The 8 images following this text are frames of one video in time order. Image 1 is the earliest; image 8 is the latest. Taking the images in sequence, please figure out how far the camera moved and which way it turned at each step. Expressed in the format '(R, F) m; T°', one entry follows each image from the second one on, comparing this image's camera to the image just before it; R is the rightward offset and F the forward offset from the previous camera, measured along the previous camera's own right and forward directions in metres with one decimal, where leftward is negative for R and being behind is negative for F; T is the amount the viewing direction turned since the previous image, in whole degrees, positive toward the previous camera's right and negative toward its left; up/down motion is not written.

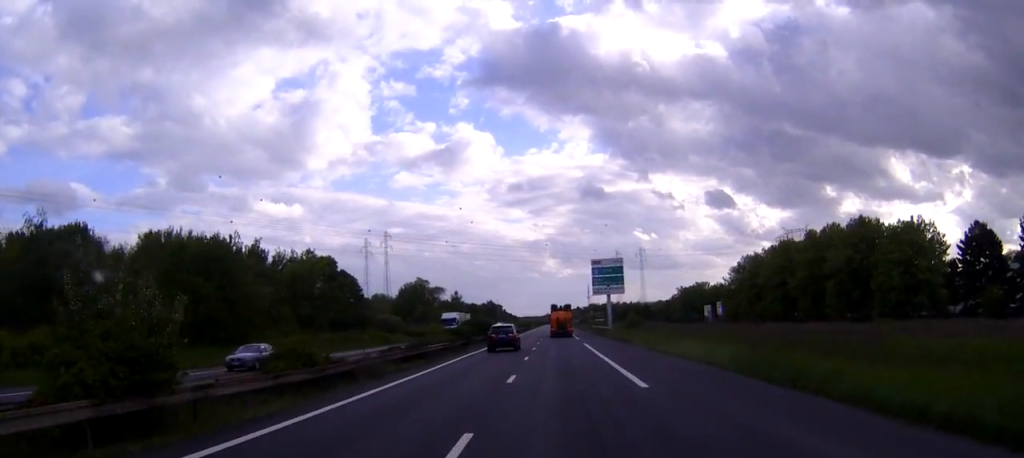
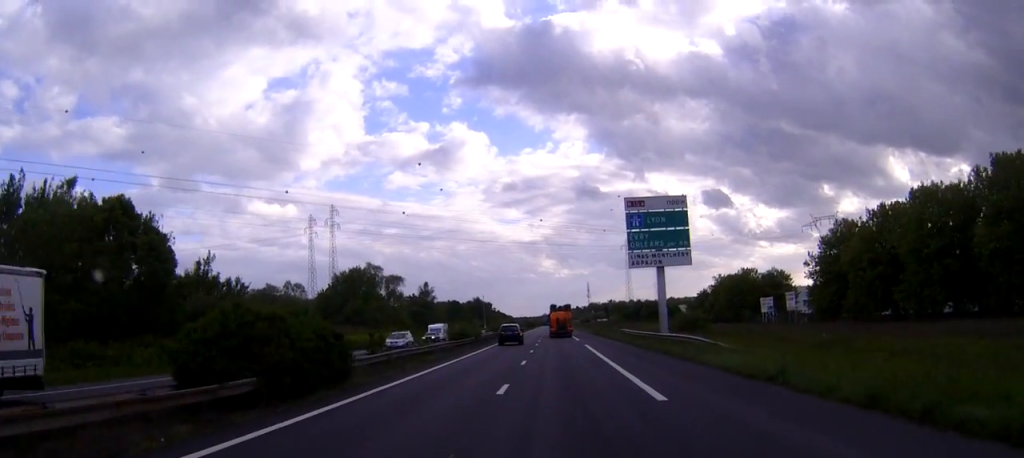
(+0.1, +55.3) m; 0°
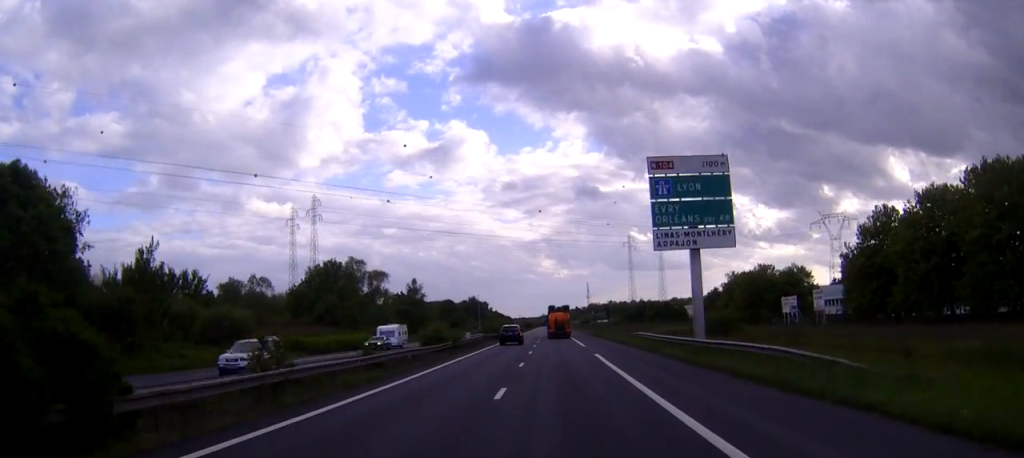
(0.0, +13.9) m; 0°
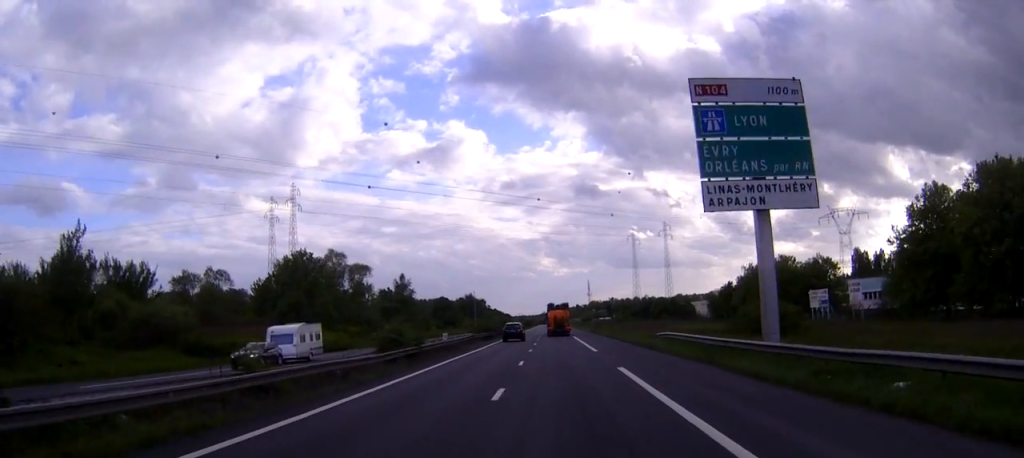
(0.0, +13.9) m; 0°
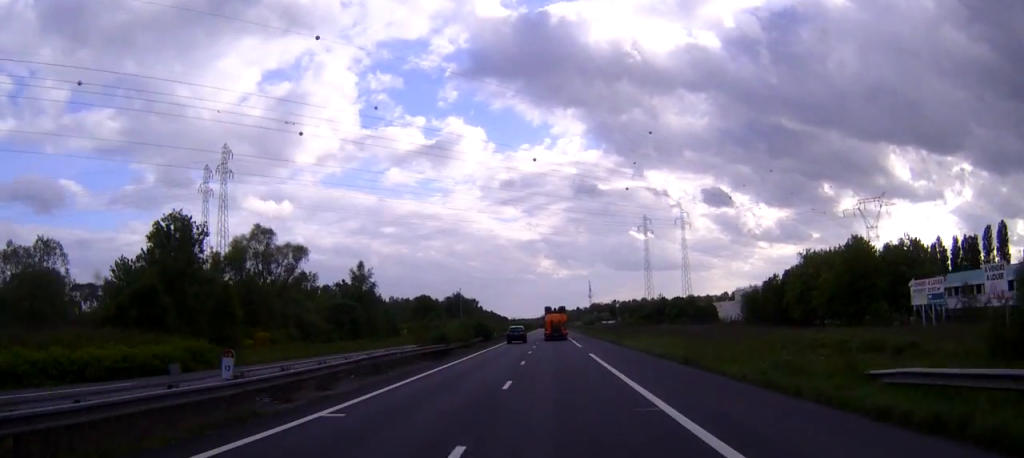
(0.0, +34.5) m; 0°
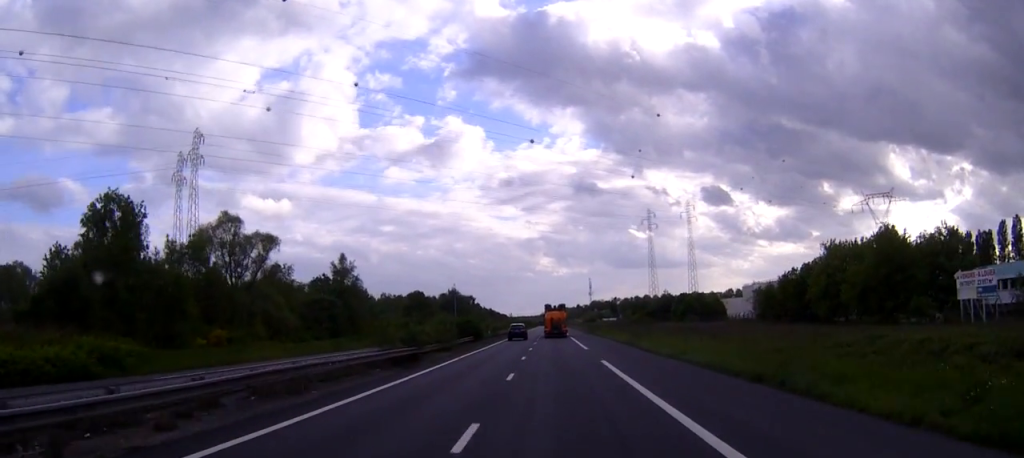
(0.0, +10.8) m; 0°
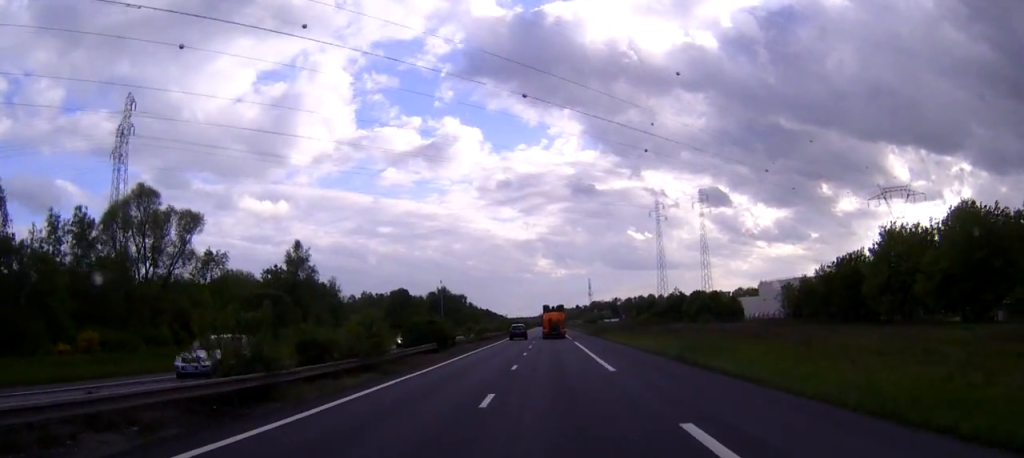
(0.0, +20.7) m; 0°
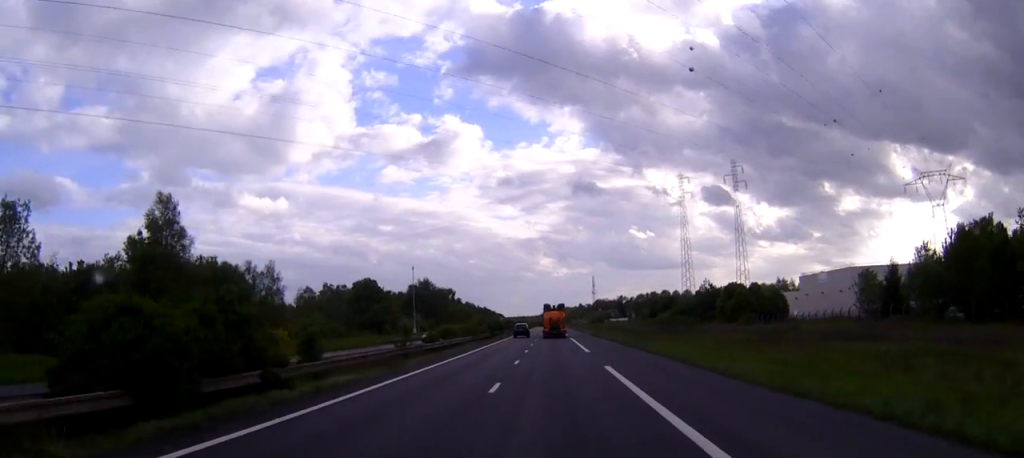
(0.0, +35.6) m; 0°
